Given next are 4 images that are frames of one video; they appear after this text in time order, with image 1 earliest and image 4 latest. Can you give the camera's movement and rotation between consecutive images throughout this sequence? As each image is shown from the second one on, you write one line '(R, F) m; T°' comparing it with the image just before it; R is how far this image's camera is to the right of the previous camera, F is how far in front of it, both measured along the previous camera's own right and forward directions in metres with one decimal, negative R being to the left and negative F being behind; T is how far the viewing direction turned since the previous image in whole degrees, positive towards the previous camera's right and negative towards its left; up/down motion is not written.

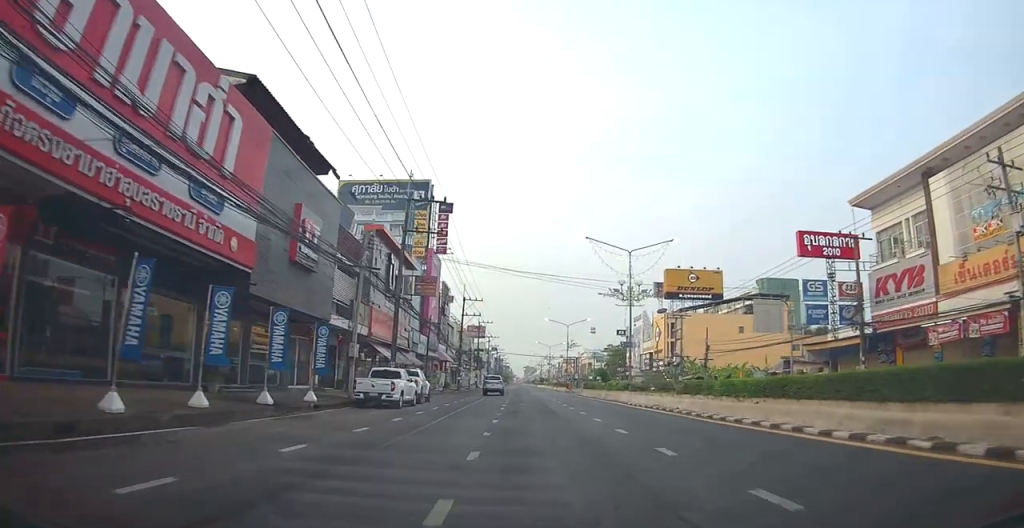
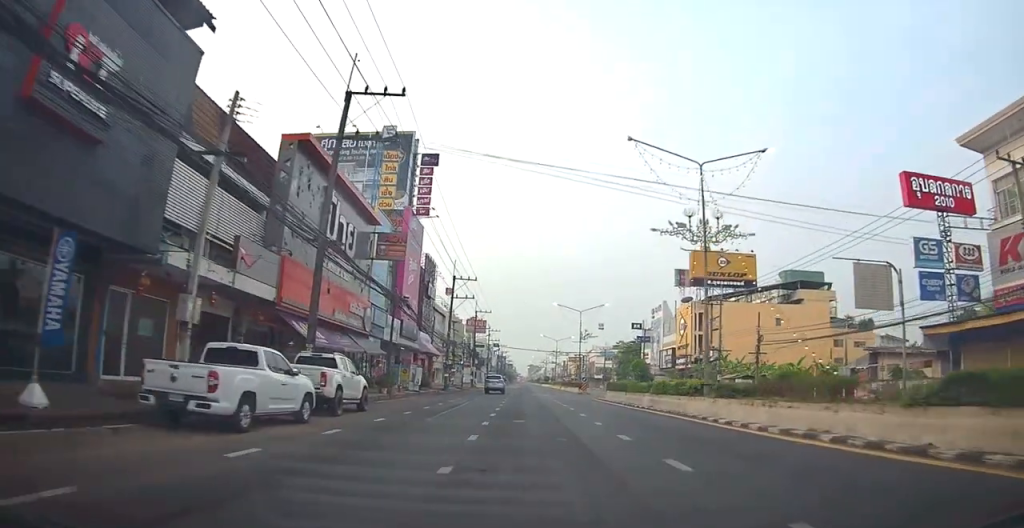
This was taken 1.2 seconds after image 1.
(-0.6, +13.9) m; 0°
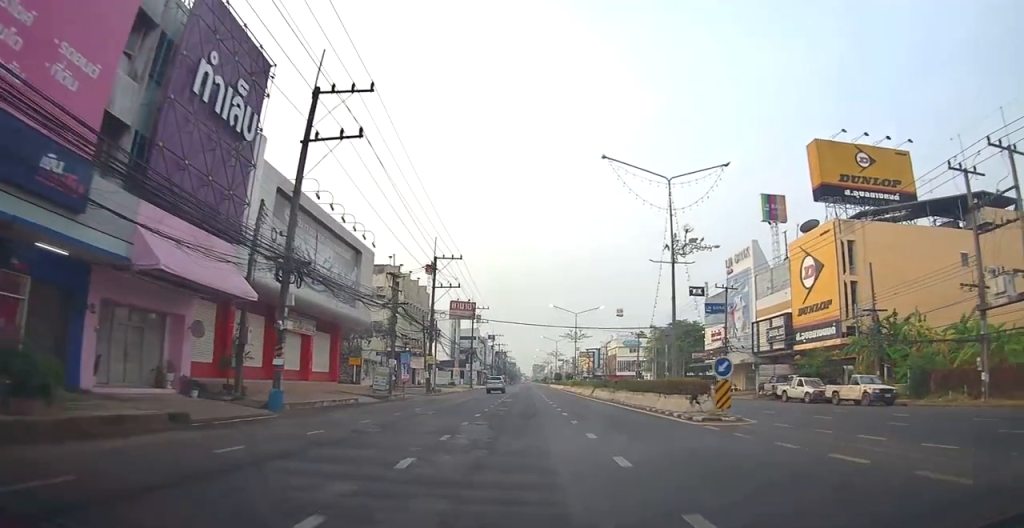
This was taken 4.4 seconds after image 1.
(+2.9, +40.8) m; +5°
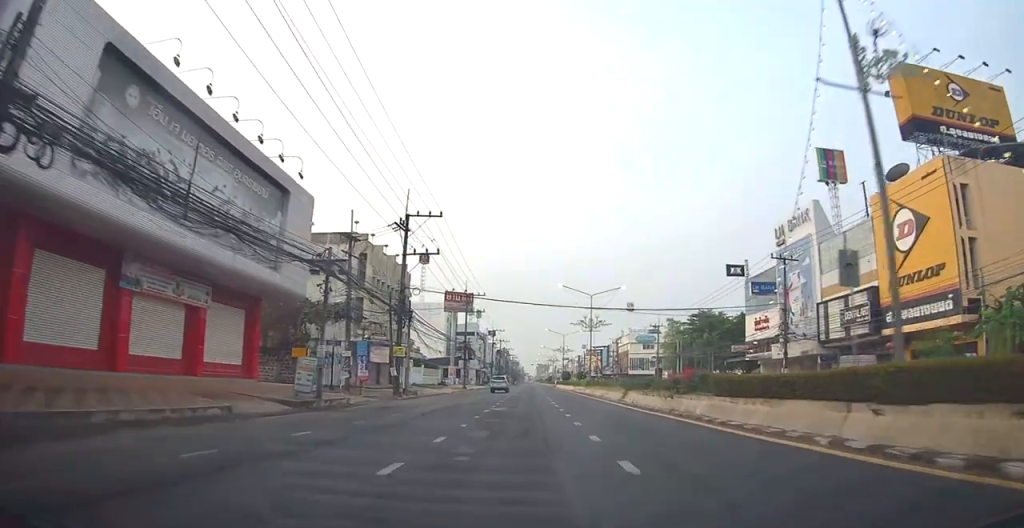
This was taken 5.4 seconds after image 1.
(0.0, +13.4) m; 0°
